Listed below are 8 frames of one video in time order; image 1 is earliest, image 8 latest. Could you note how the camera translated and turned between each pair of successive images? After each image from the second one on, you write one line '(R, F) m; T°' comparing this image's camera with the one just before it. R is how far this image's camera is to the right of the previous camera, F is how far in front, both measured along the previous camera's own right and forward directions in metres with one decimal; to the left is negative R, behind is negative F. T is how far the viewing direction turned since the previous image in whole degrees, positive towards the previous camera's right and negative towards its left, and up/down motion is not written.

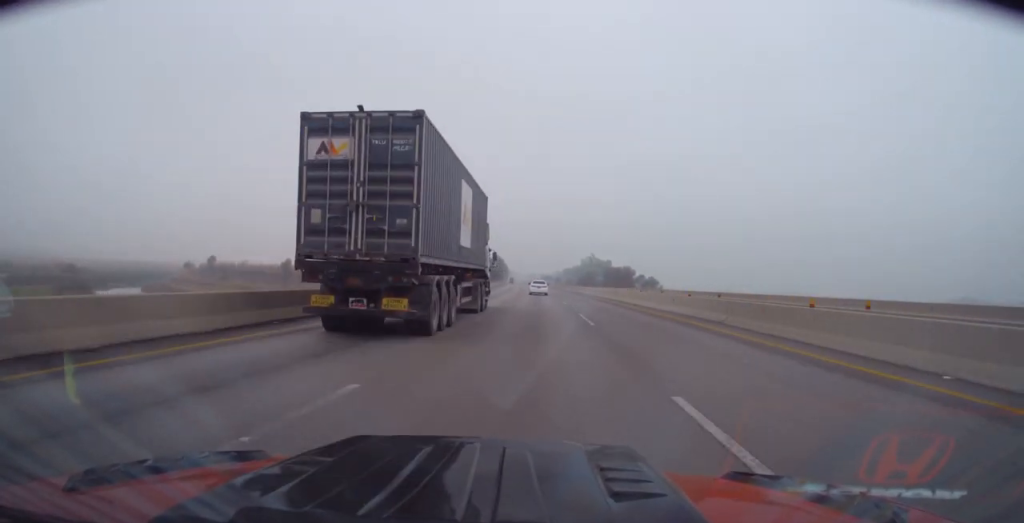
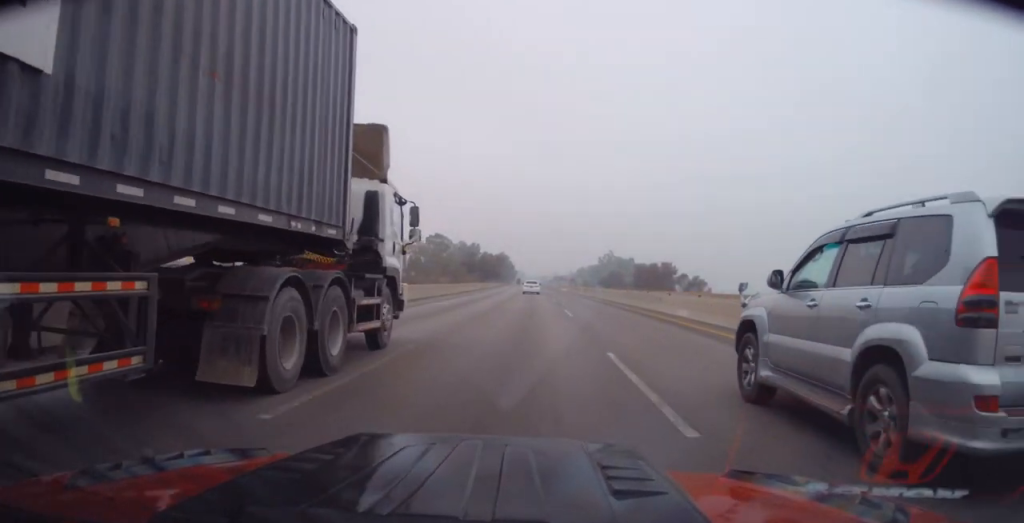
(+0.1, +50.0) m; -1°
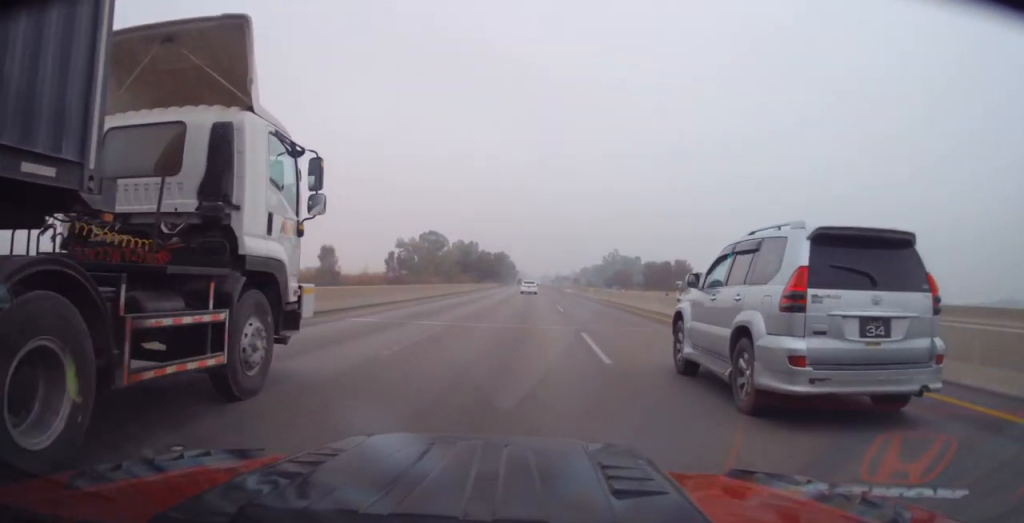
(-0.1, +13.5) m; -1°
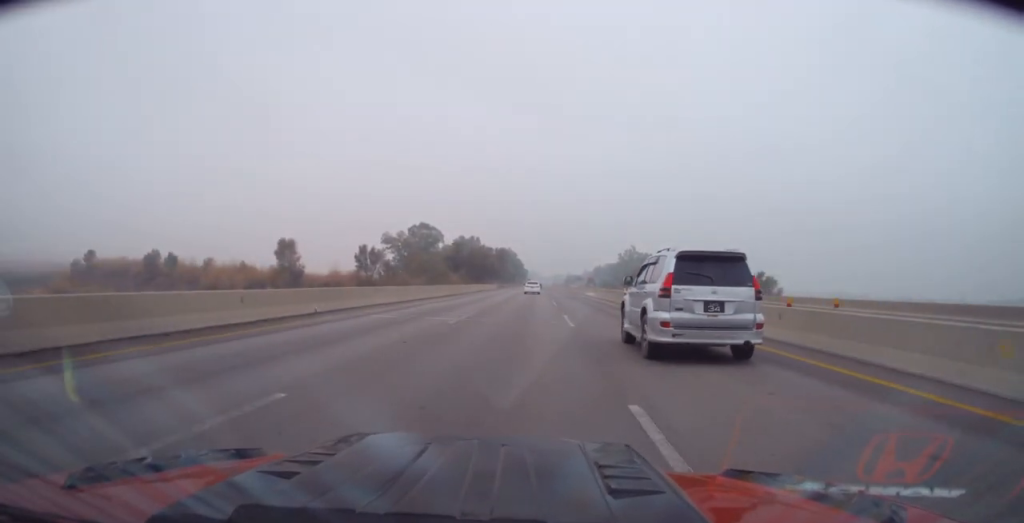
(-0.2, +28.0) m; -1°
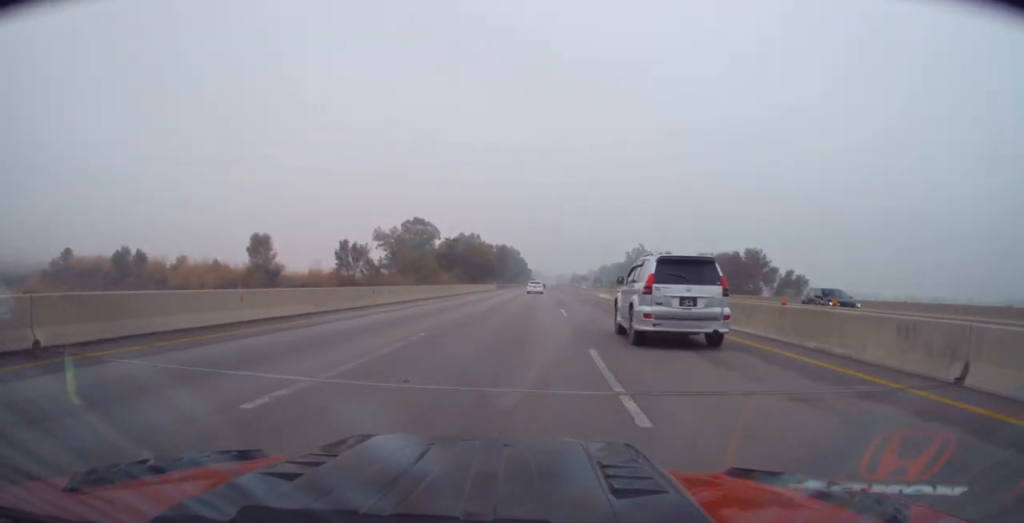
(-0.2, +12.7) m; 0°
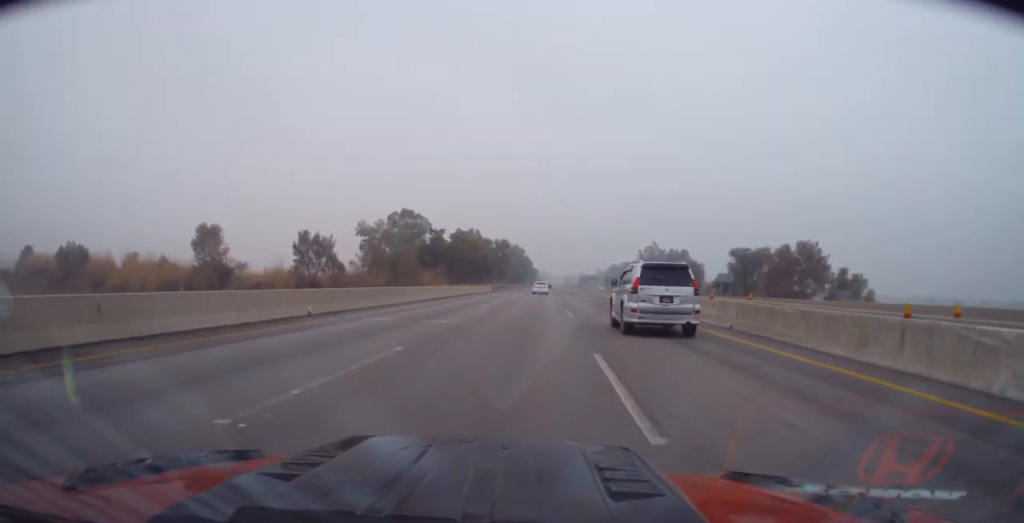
(+0.1, +18.7) m; 0°
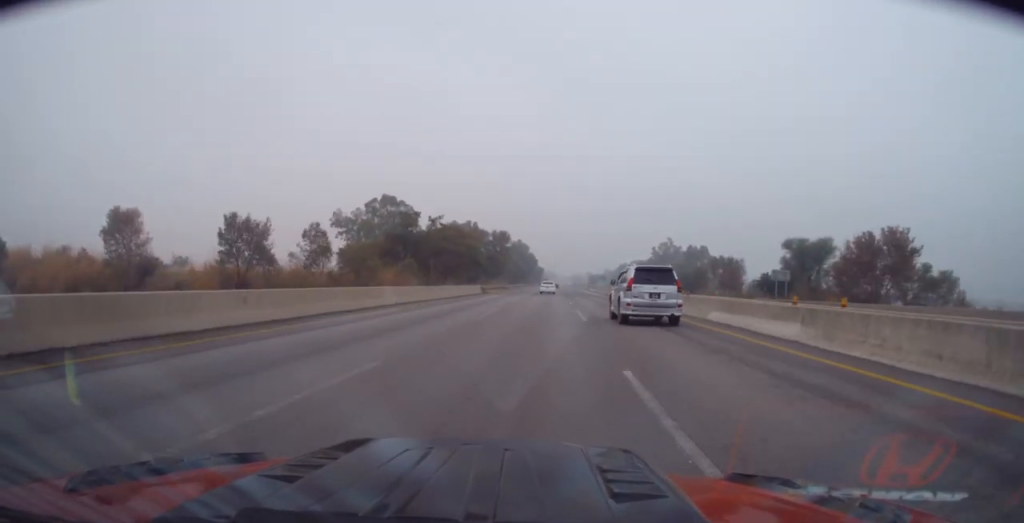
(+0.1, +20.4) m; -1°
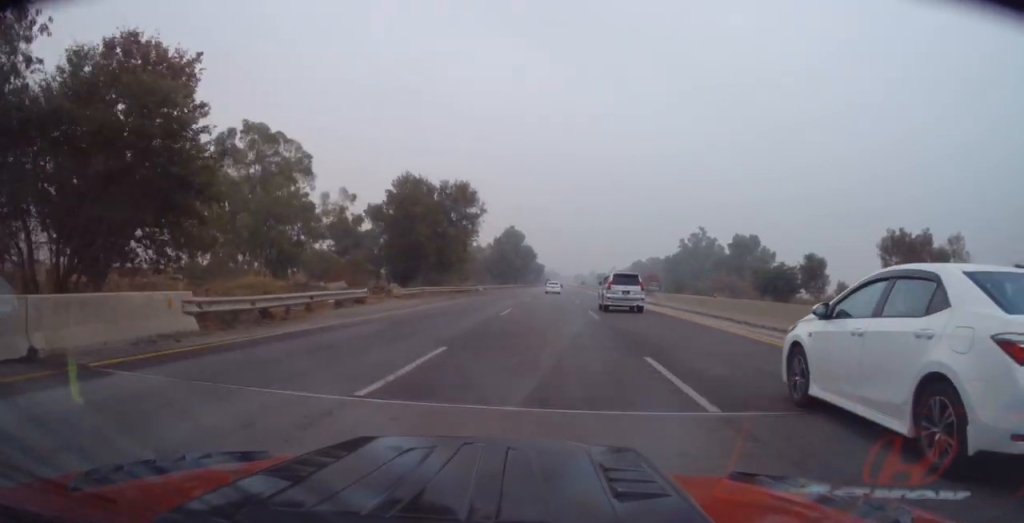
(-1.4, +52.5) m; -1°
